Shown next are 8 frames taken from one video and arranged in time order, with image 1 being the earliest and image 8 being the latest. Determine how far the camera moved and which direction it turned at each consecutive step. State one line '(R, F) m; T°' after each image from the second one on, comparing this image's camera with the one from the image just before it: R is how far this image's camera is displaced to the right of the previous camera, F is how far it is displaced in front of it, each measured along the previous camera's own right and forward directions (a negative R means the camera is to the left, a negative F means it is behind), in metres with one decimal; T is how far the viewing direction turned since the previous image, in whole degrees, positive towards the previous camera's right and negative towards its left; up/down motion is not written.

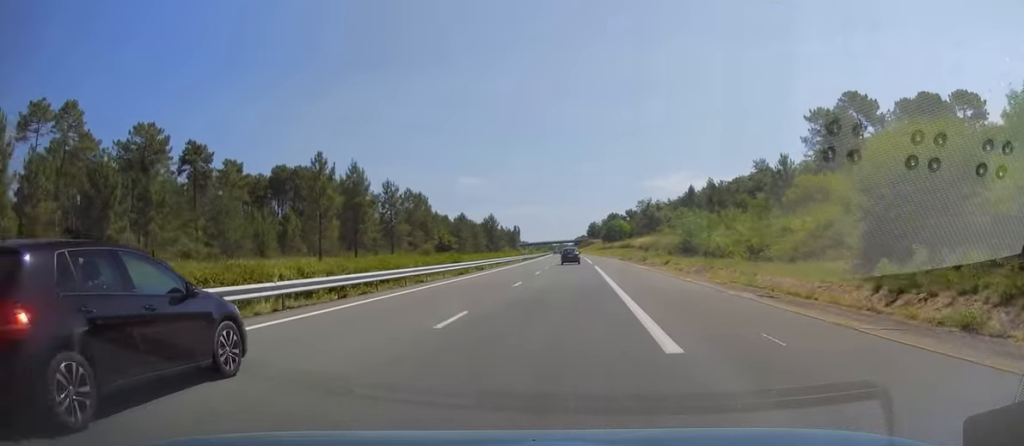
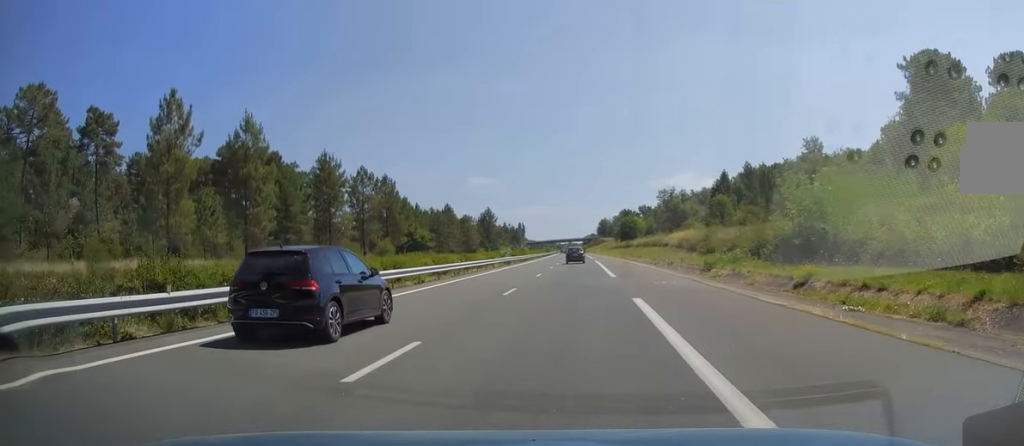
(0.0, +30.9) m; -1°
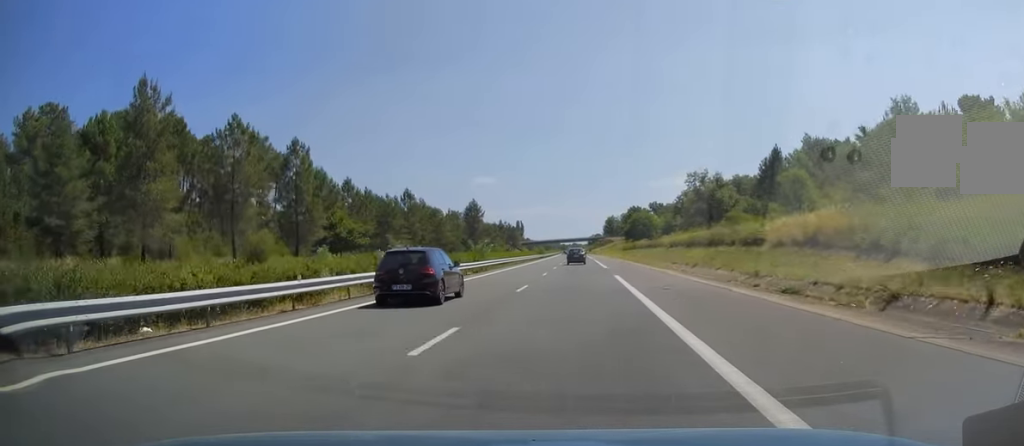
(-0.5, +37.3) m; -1°
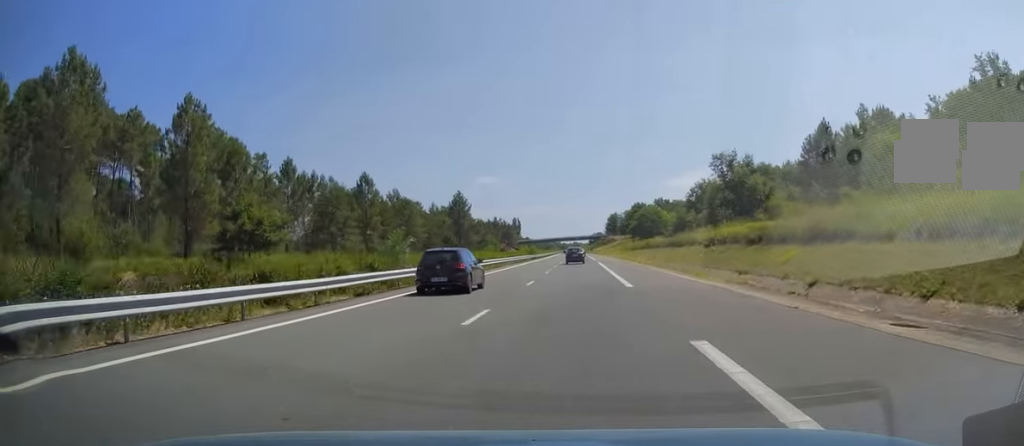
(0.0, +22.6) m; +1°
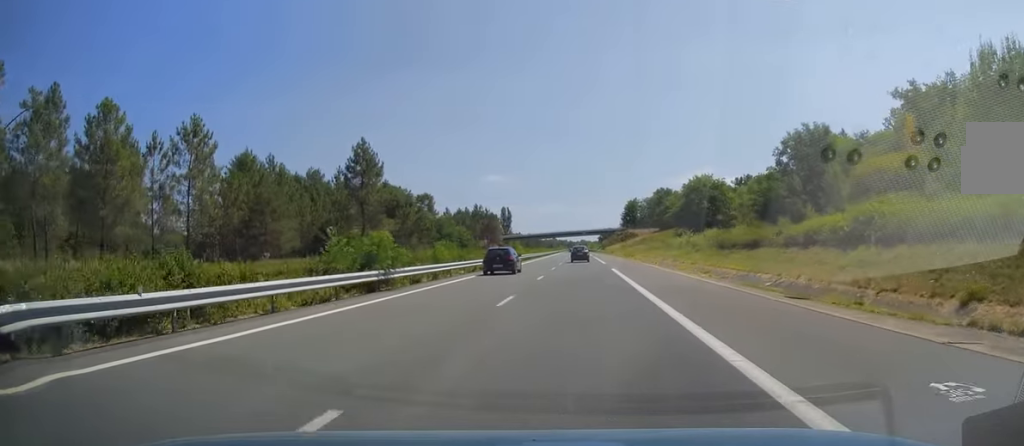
(-0.6, +74.6) m; -2°
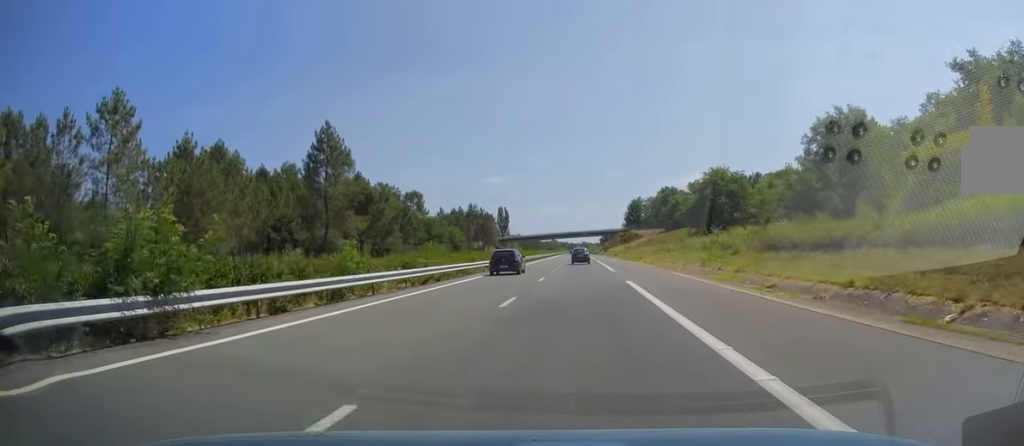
(-0.2, +12.8) m; 0°
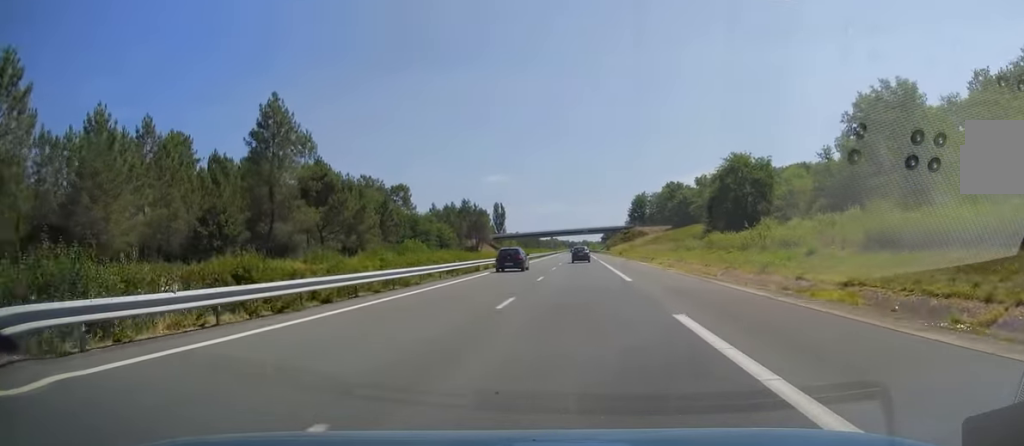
(+0.1, +13.8) m; 0°
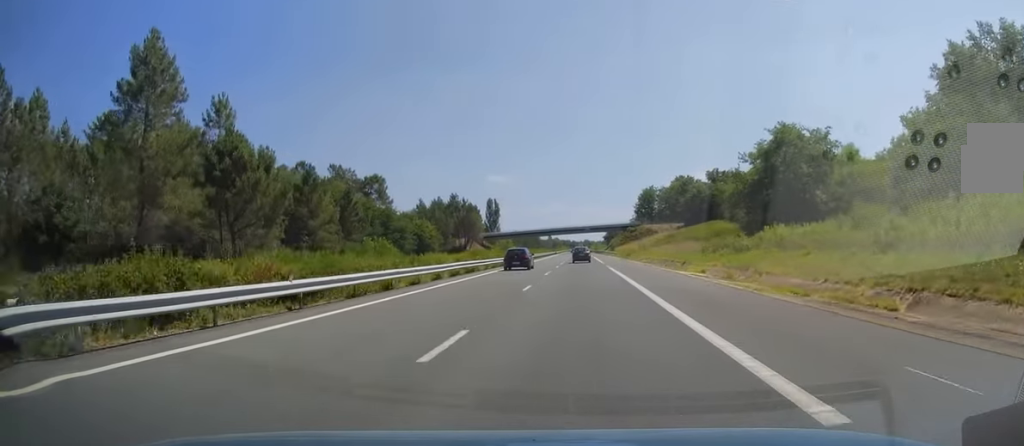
(+0.2, +20.1) m; 0°
